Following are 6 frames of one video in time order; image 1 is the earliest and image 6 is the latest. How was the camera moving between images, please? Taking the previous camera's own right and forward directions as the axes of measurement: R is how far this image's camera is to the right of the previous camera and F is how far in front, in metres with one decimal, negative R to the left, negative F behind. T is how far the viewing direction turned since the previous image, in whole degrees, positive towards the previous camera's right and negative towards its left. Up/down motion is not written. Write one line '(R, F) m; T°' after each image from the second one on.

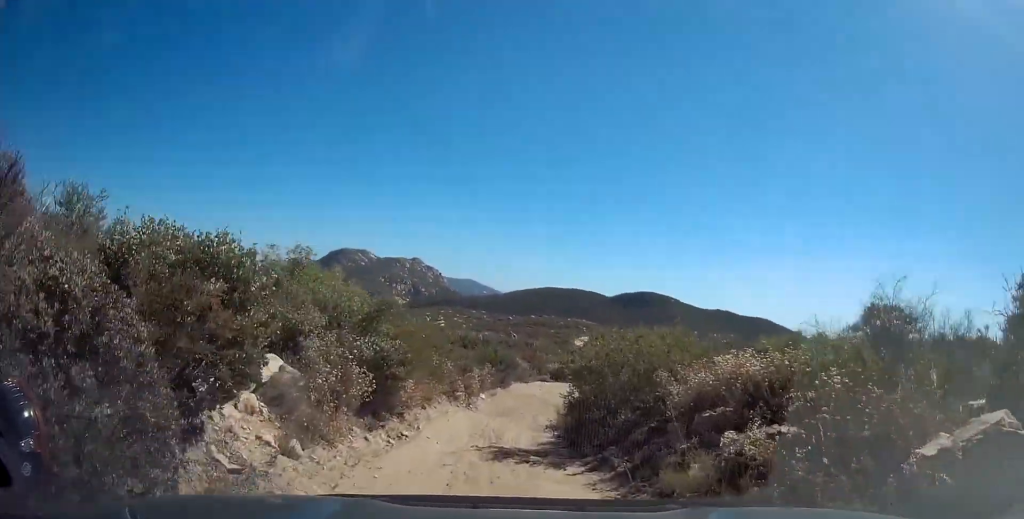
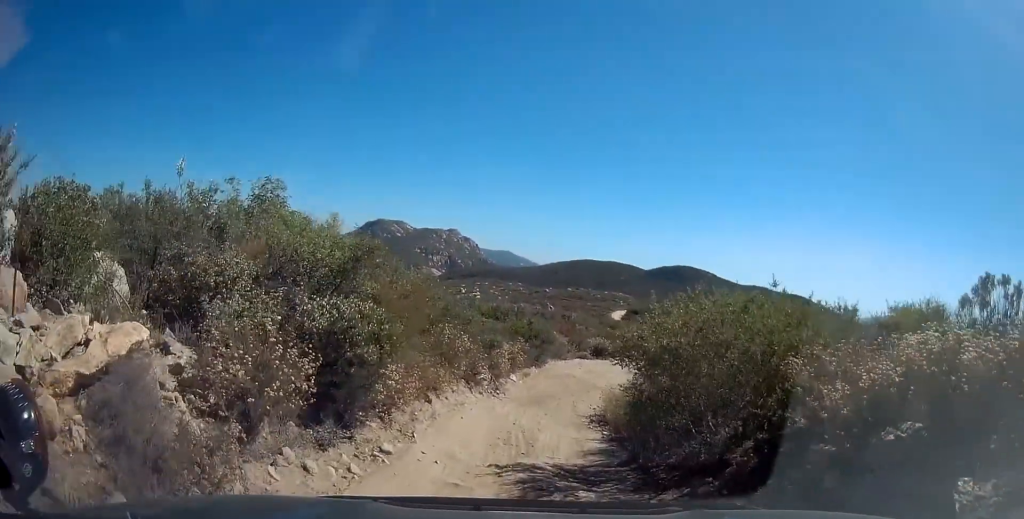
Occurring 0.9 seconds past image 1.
(-0.5, +3.9) m; -6°
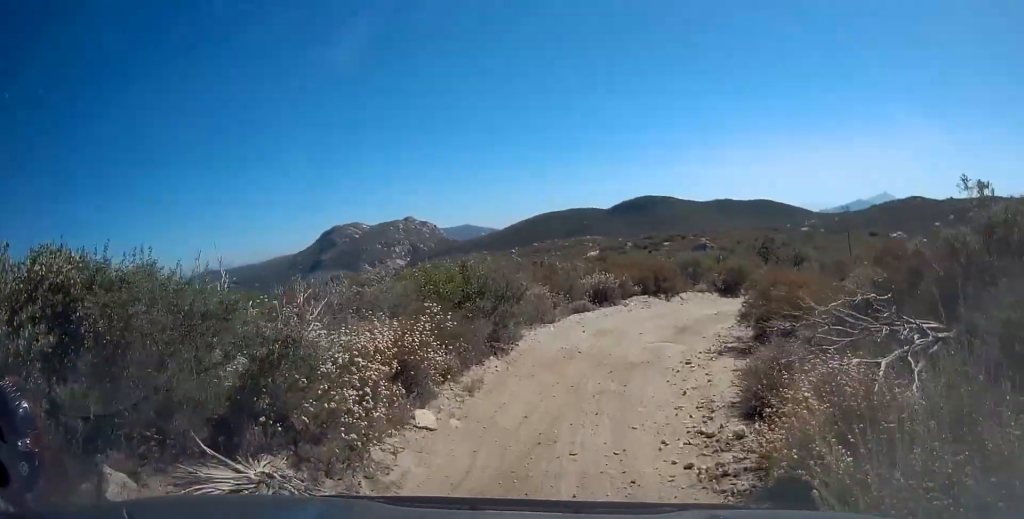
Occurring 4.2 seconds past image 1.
(+1.8, +13.0) m; +8°
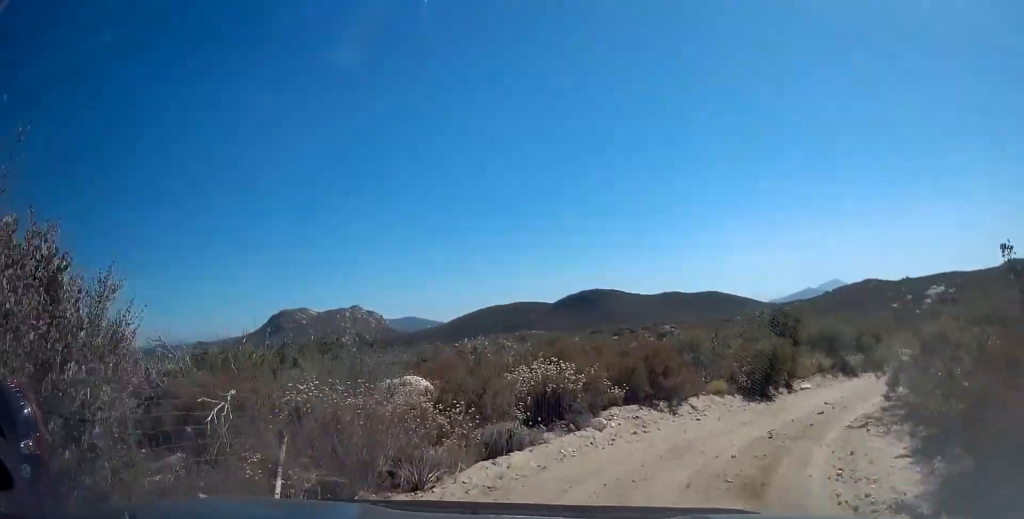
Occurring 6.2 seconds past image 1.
(-0.1, +10.2) m; +6°
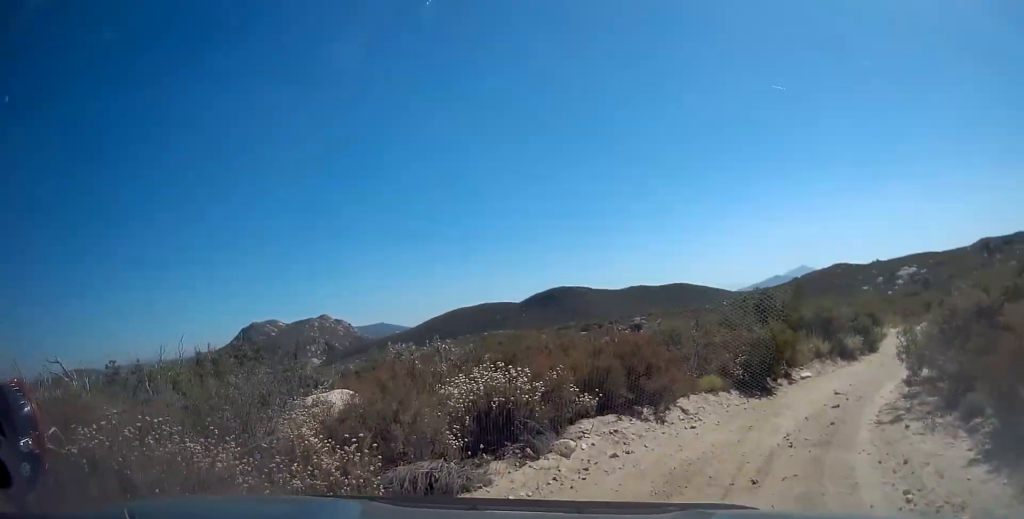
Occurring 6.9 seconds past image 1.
(+0.3, +3.4) m; +10°
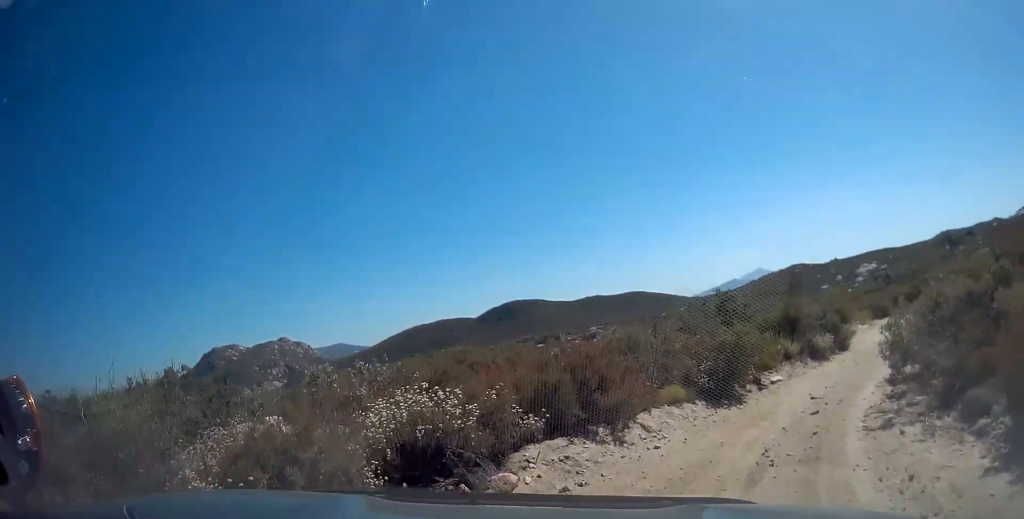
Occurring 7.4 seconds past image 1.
(+0.1, +1.6) m; +7°
